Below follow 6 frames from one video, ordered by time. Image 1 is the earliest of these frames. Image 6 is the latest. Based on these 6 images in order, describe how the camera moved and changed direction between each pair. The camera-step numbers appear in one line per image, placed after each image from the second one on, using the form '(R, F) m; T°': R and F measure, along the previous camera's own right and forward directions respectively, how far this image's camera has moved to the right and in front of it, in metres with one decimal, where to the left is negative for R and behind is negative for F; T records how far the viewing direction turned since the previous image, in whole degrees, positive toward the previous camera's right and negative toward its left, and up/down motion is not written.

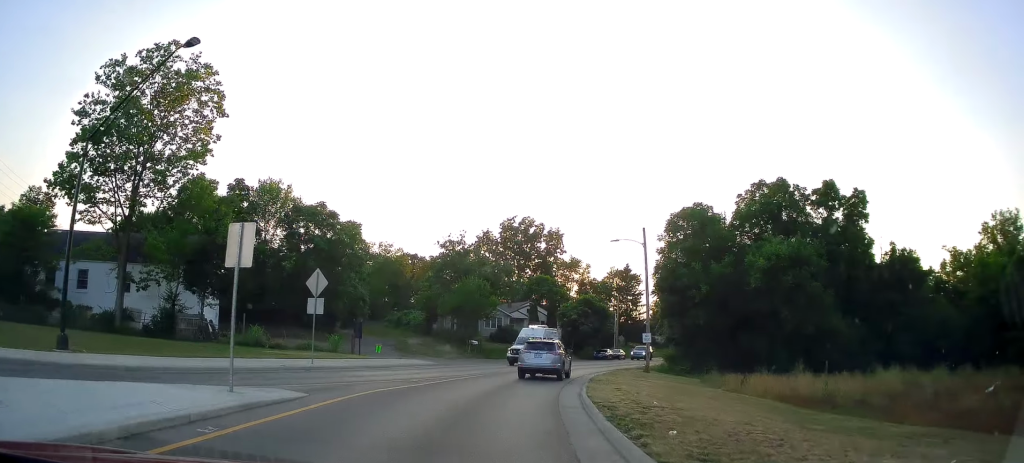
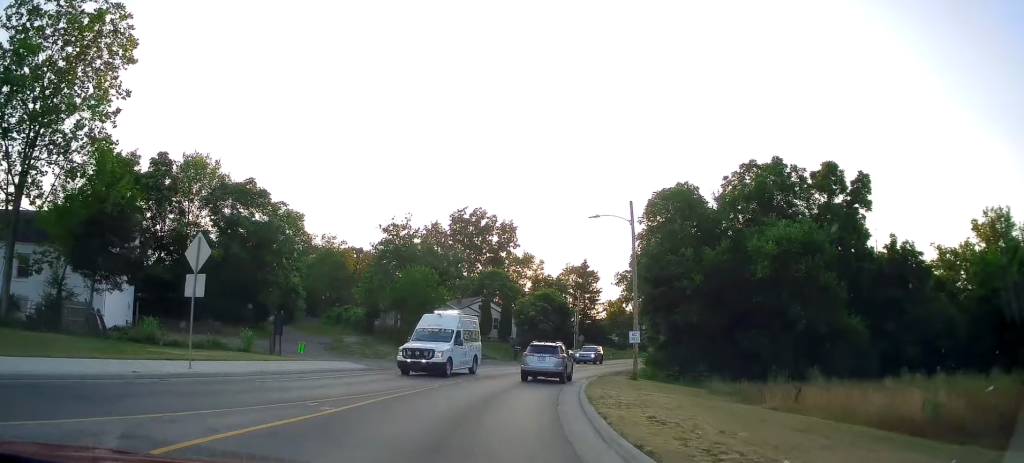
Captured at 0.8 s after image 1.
(-1.1, +8.1) m; +1°
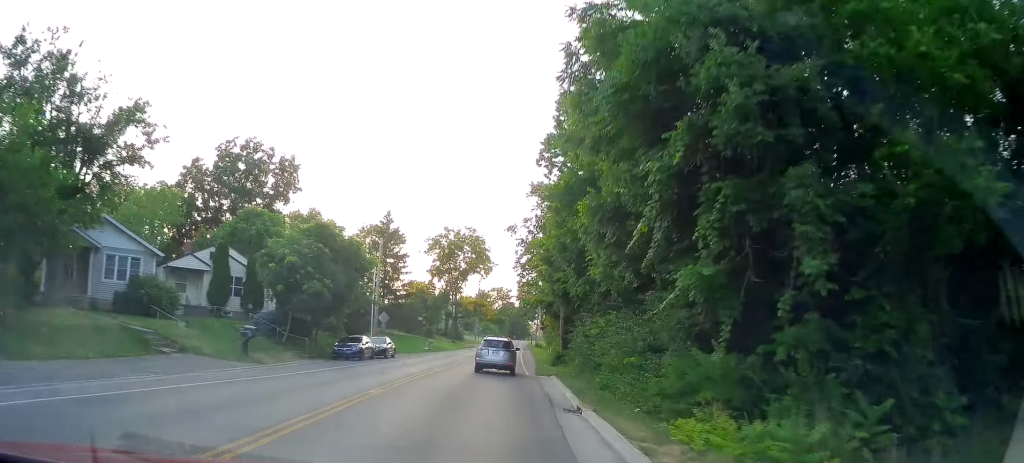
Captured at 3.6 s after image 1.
(+7.2, +32.1) m; +20°
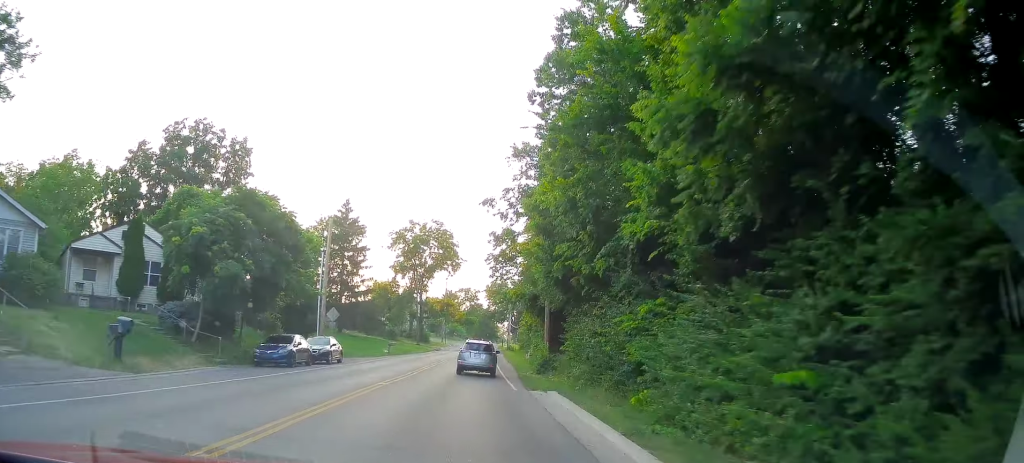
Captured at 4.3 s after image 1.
(+0.2, +8.4) m; 0°
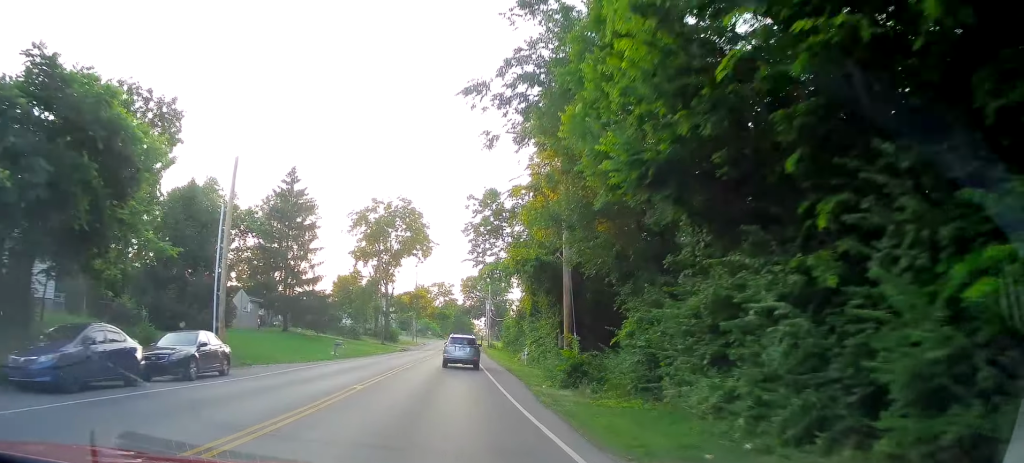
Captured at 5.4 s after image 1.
(-0.2, +14.4) m; +2°
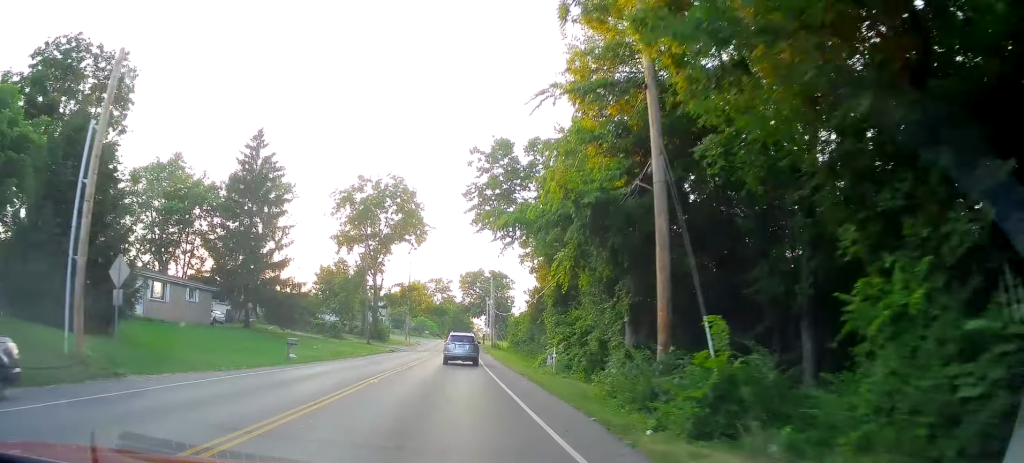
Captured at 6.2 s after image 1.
(+0.4, +11.4) m; +2°
